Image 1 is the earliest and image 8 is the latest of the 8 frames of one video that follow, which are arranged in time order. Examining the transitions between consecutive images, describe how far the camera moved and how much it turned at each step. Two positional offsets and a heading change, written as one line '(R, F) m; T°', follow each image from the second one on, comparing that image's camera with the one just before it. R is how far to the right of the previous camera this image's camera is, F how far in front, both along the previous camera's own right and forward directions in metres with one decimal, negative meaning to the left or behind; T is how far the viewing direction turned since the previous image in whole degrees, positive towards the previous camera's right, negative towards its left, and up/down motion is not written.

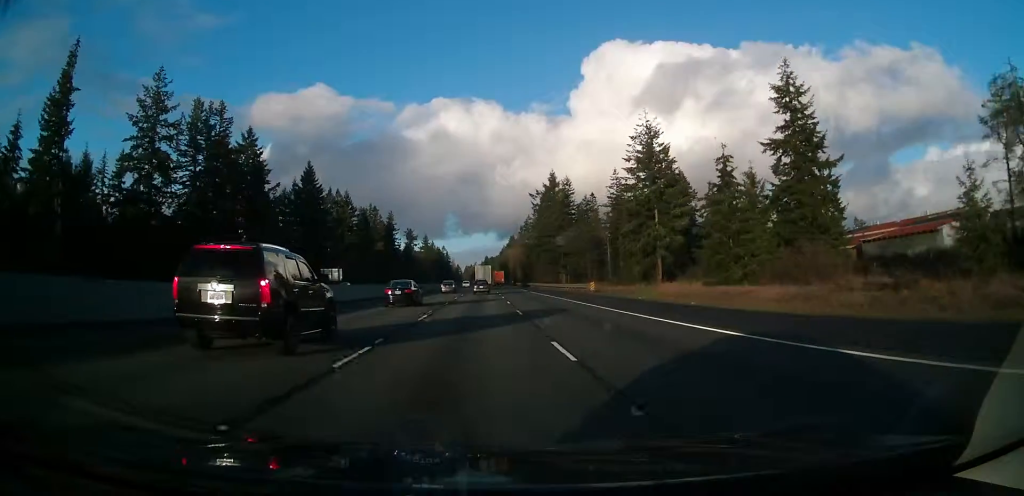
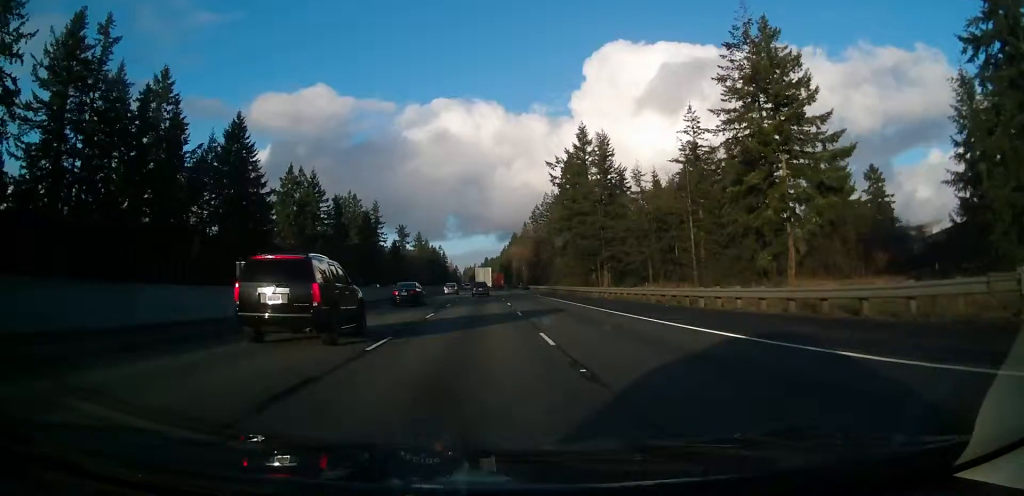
(0.0, +46.2) m; 0°
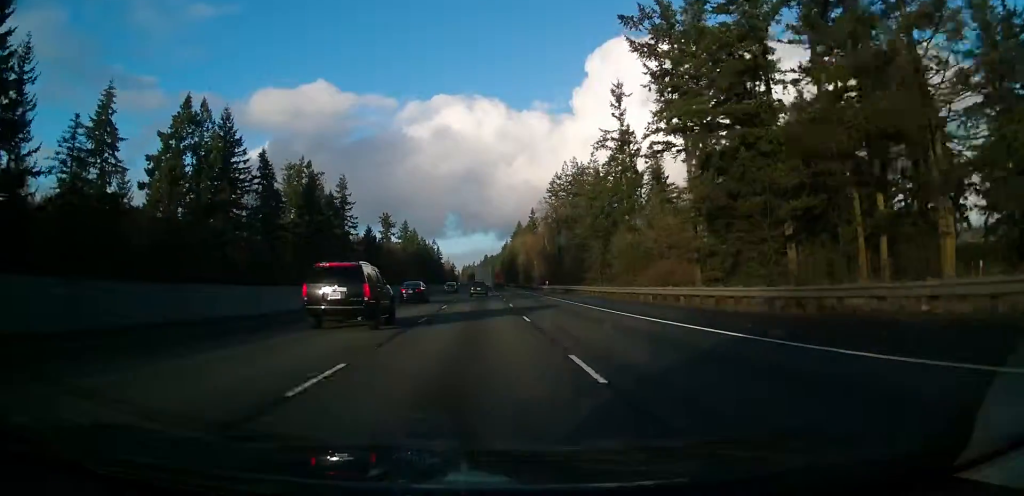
(-0.1, +66.3) m; -1°
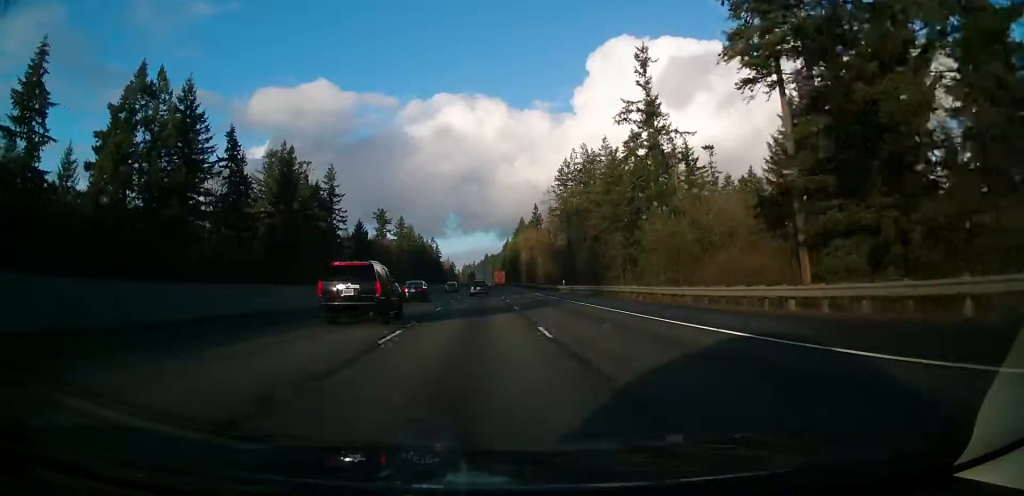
(-0.1, +18.3) m; 0°
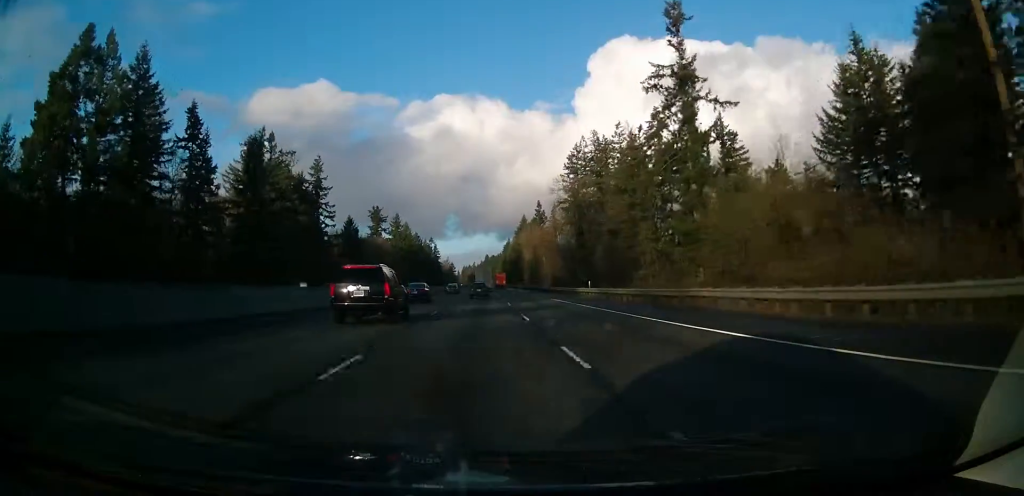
(+0.1, +17.3) m; 0°
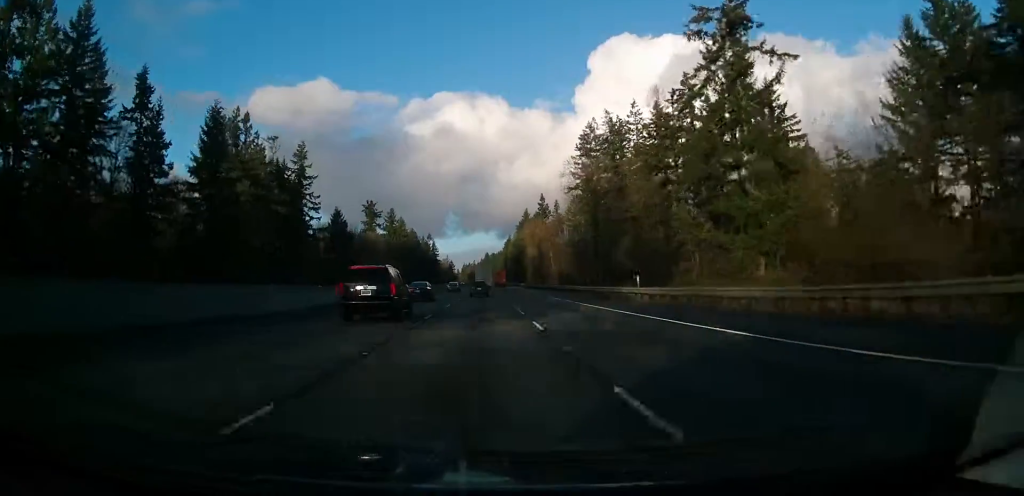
(0.0, +17.2) m; 0°
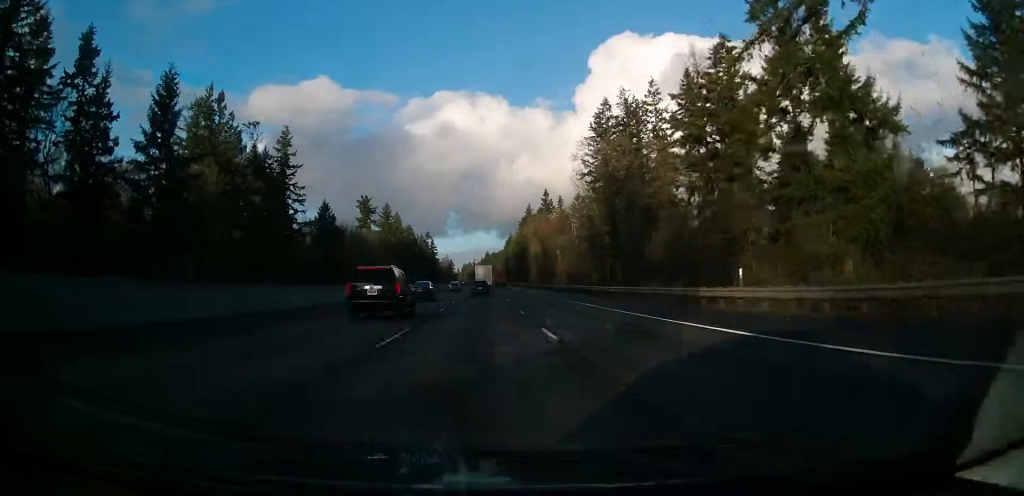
(-0.1, +15.2) m; 0°
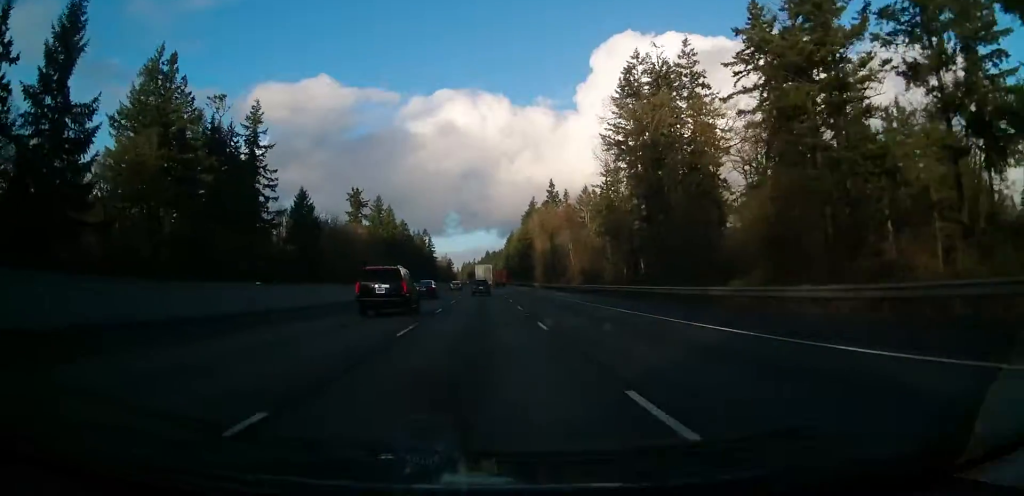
(+0.1, +22.1) m; 0°
